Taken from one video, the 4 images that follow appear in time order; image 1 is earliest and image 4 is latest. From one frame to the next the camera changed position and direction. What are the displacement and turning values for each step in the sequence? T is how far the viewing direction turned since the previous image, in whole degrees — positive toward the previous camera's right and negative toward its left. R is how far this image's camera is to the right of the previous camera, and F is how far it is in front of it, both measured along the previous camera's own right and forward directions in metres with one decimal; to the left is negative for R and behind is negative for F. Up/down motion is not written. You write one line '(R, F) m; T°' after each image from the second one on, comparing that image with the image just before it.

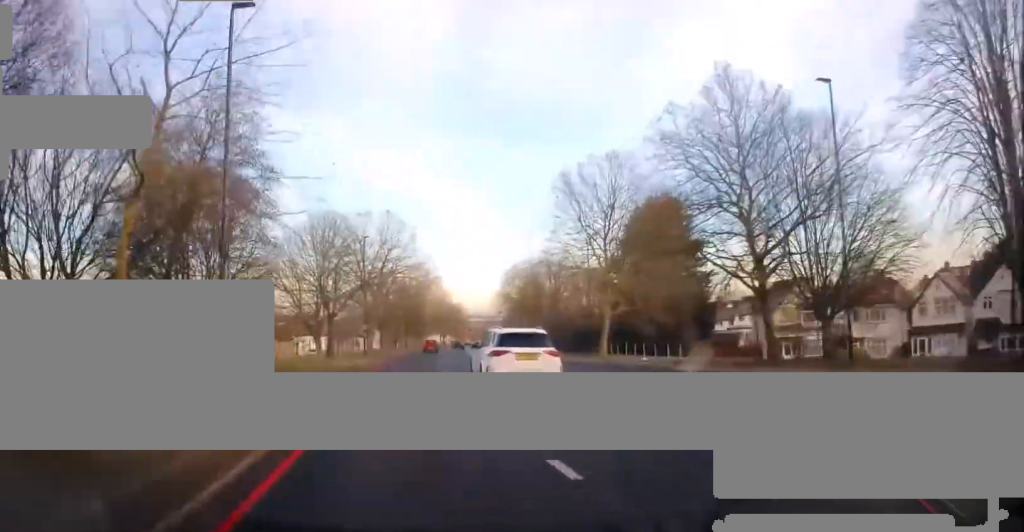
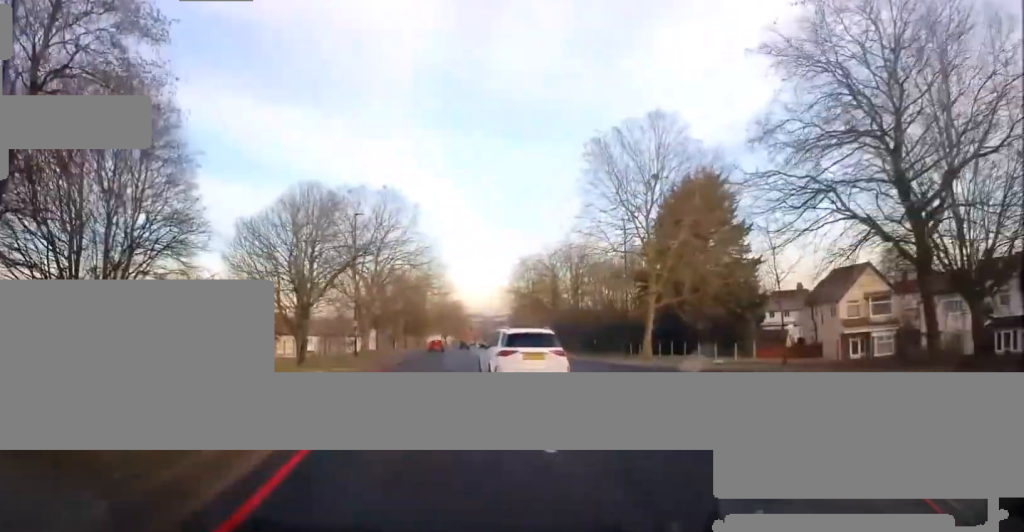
(0.0, +10.9) m; -2°
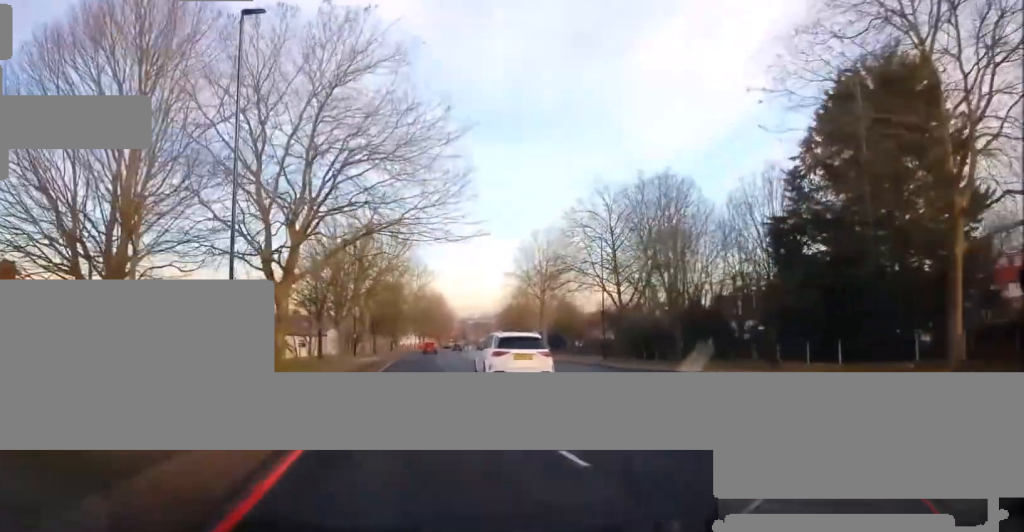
(-1.6, +31.8) m; +2°
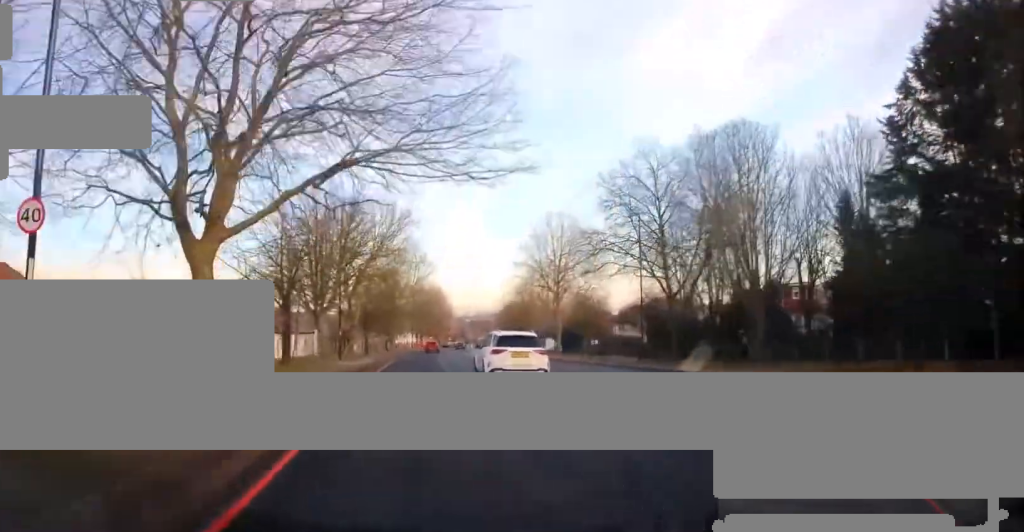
(+1.2, +10.6) m; +5°
